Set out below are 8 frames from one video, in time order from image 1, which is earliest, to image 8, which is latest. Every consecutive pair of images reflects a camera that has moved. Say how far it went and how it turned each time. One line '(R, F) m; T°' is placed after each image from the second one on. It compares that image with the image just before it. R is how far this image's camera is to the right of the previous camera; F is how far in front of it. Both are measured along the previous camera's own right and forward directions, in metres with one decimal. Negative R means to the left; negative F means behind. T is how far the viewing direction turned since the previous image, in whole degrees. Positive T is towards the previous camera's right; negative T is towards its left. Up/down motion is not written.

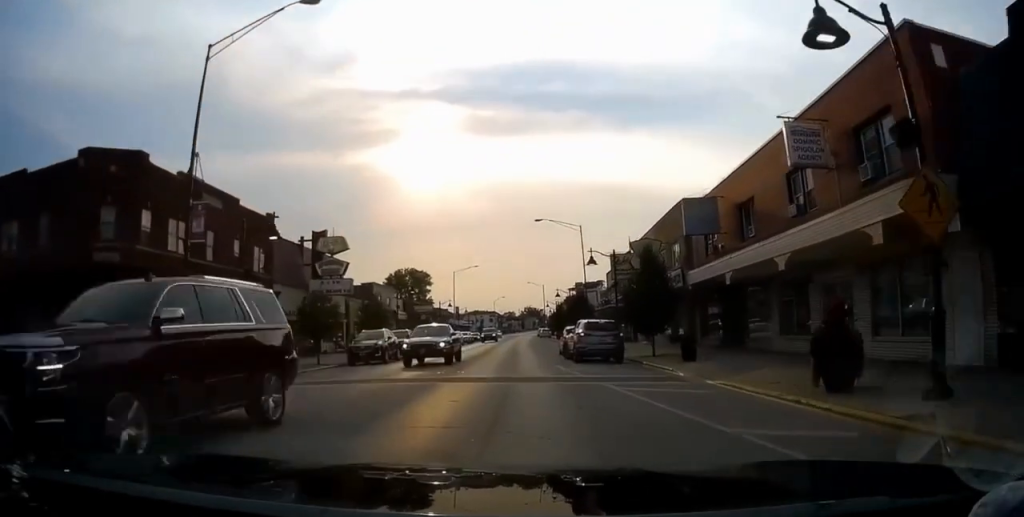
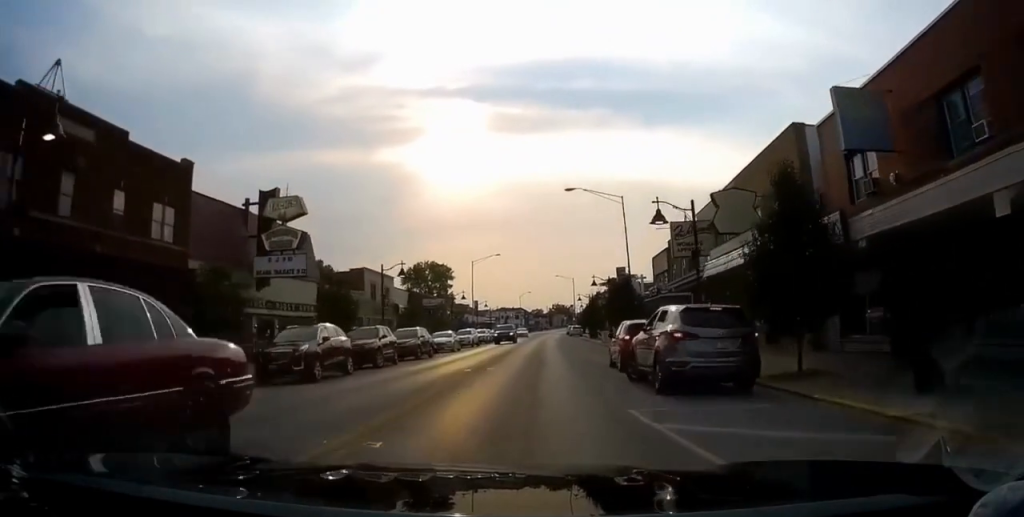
(-0.3, +12.1) m; -1°
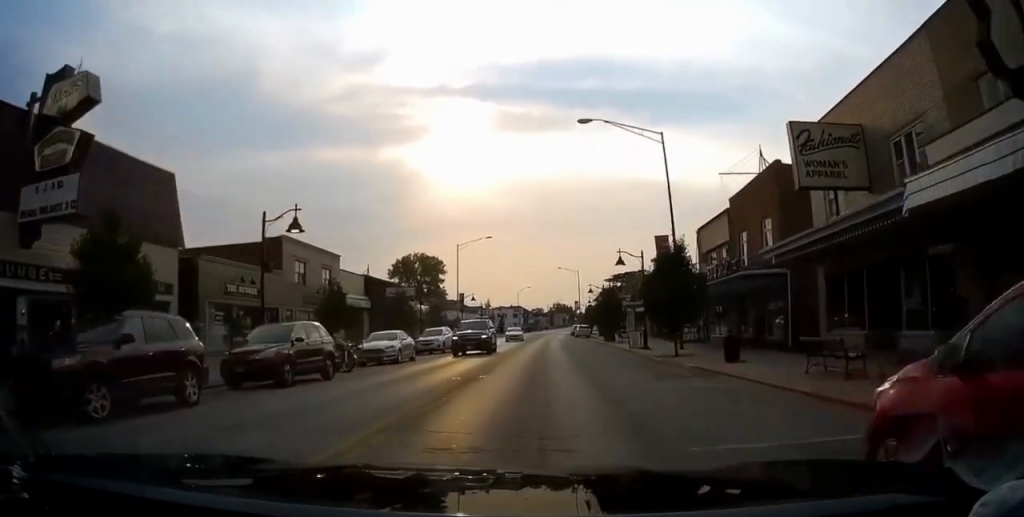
(0.0, +15.7) m; -2°
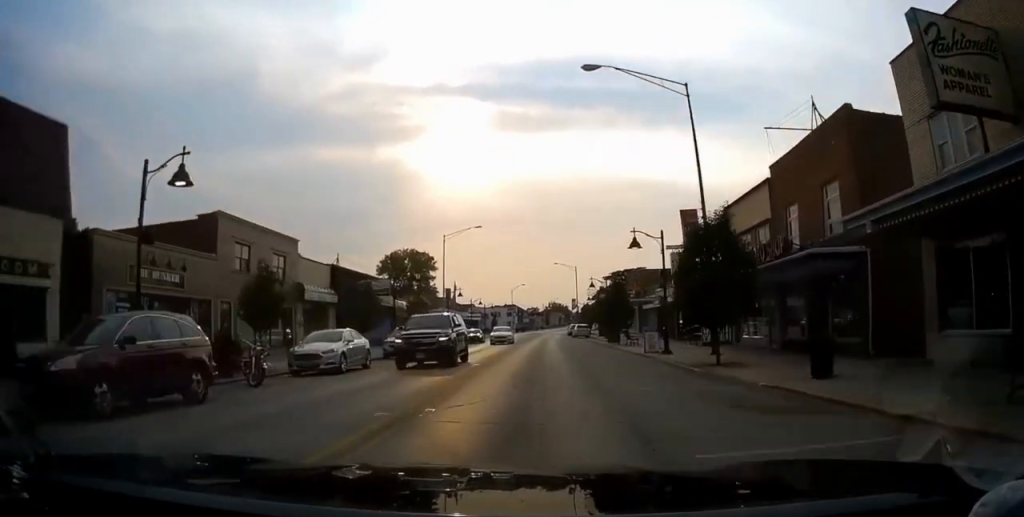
(-0.2, +6.7) m; -1°
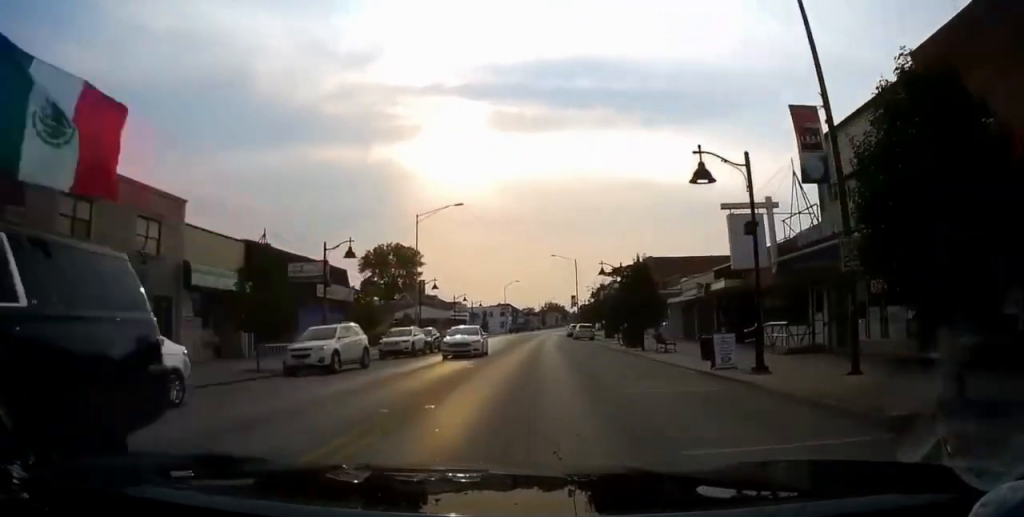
(-0.3, +11.8) m; -1°
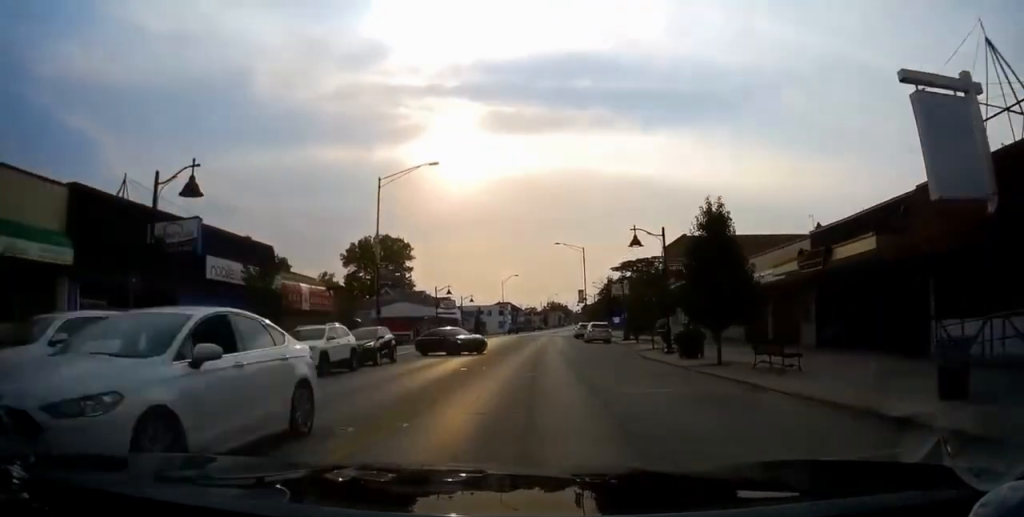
(0.0, +13.0) m; +1°
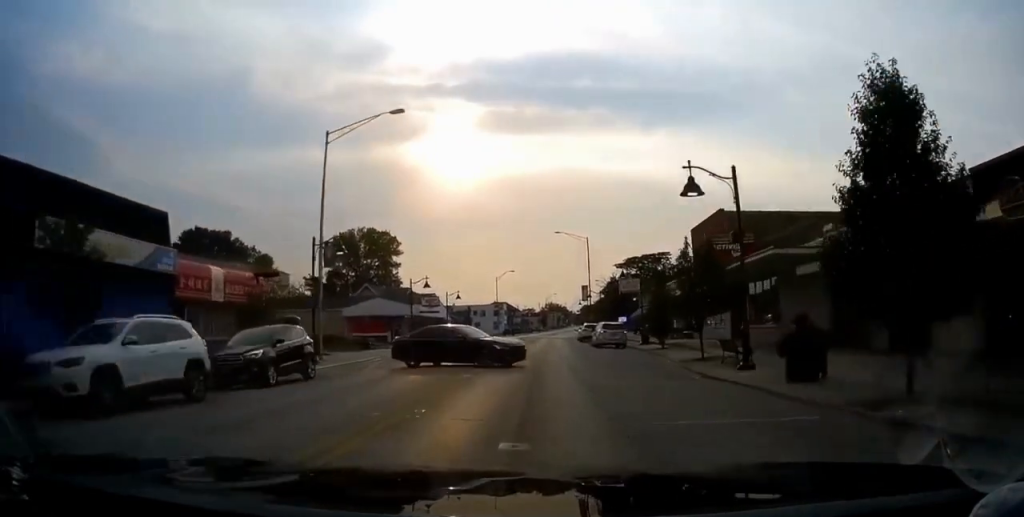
(-0.1, +9.9) m; +2°
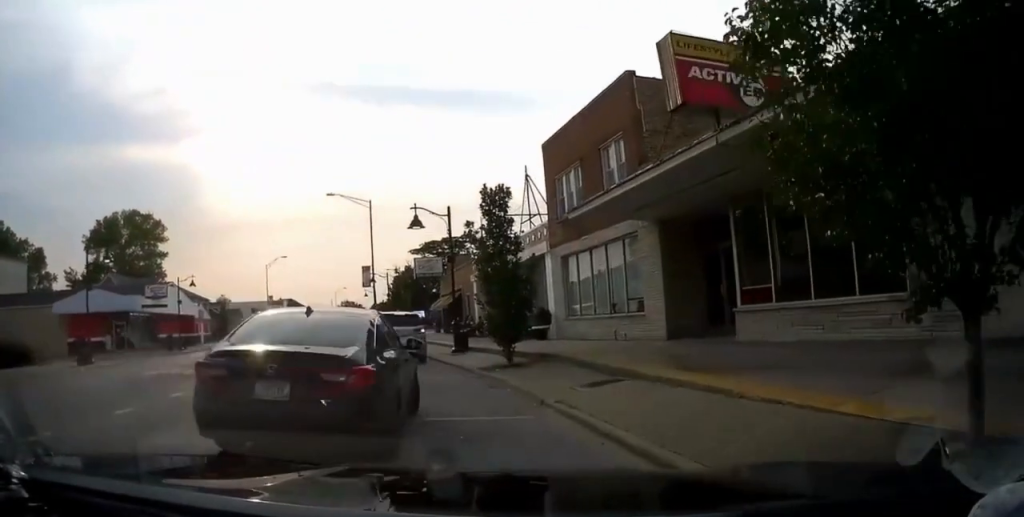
(+1.5, +29.3) m; +7°
